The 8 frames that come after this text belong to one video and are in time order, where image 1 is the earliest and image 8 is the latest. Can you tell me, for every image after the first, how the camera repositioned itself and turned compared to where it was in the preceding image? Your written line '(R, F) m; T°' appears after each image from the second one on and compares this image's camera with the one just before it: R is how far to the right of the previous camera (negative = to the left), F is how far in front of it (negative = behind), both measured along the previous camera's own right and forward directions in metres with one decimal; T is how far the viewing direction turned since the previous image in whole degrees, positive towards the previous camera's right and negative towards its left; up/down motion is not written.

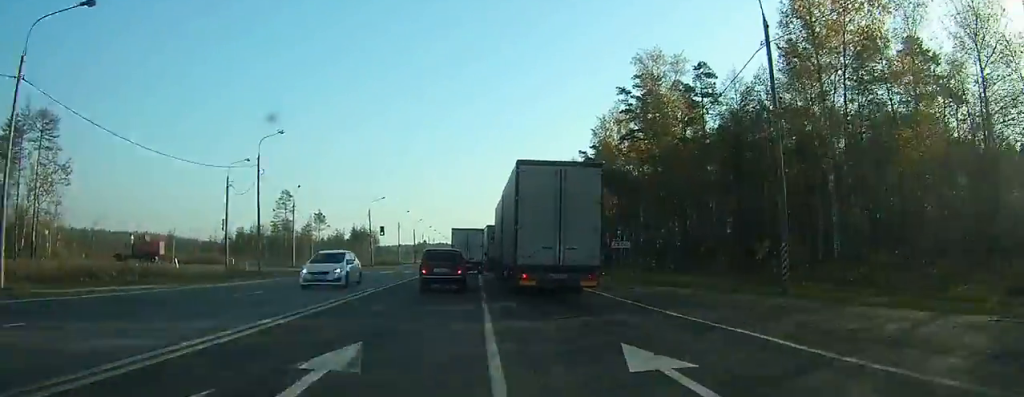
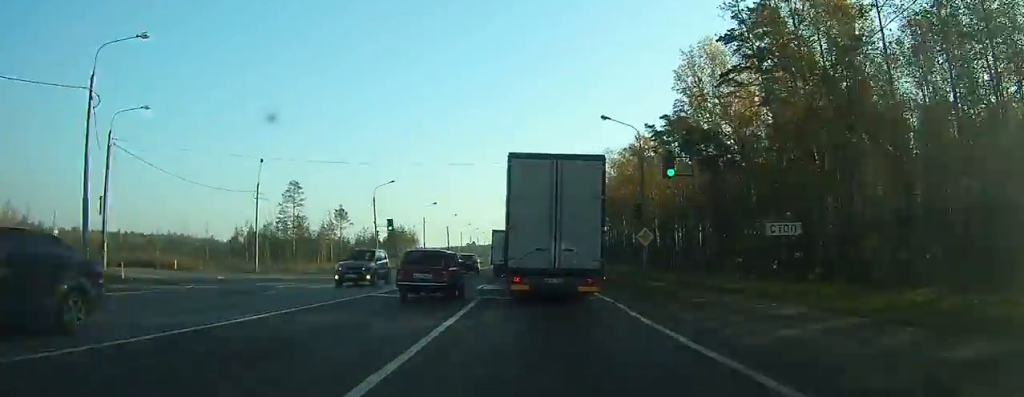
(+0.2, +24.1) m; -1°
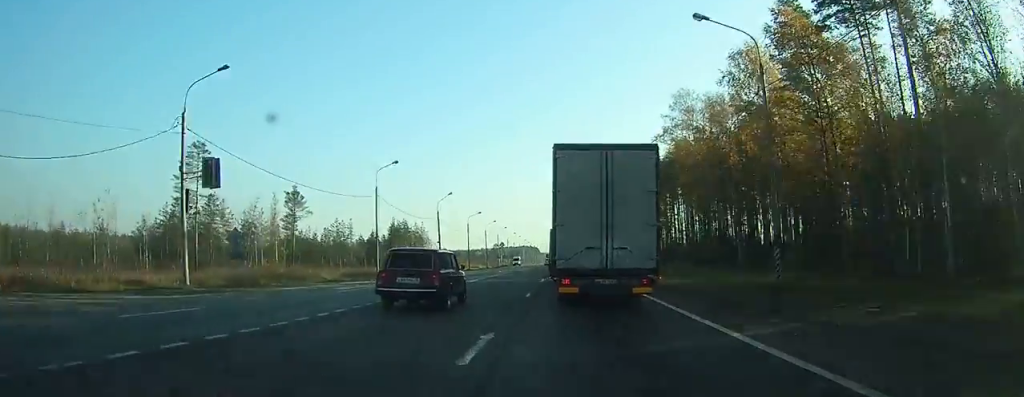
(-2.2, +47.1) m; -4°
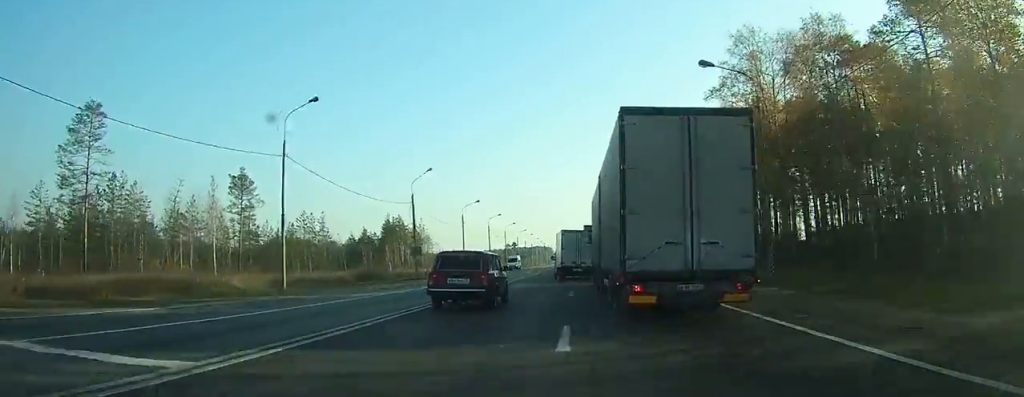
(-0.1, +22.5) m; 0°
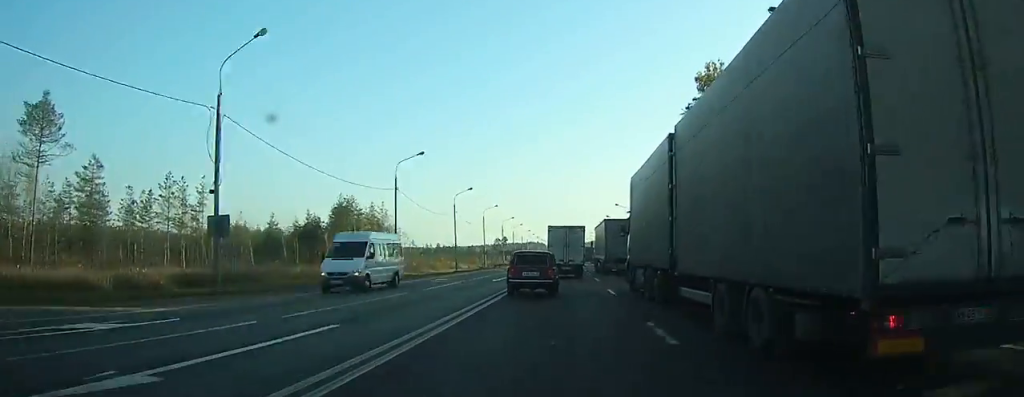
(0.0, +32.5) m; 0°
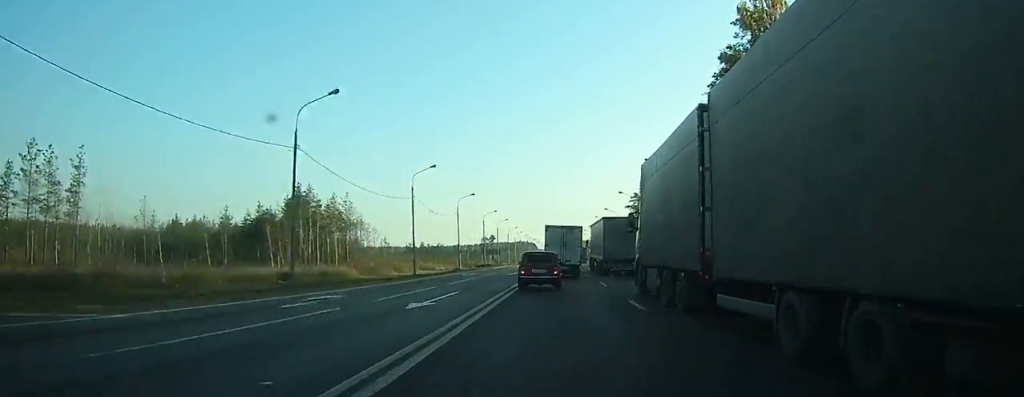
(+0.1, +17.4) m; 0°
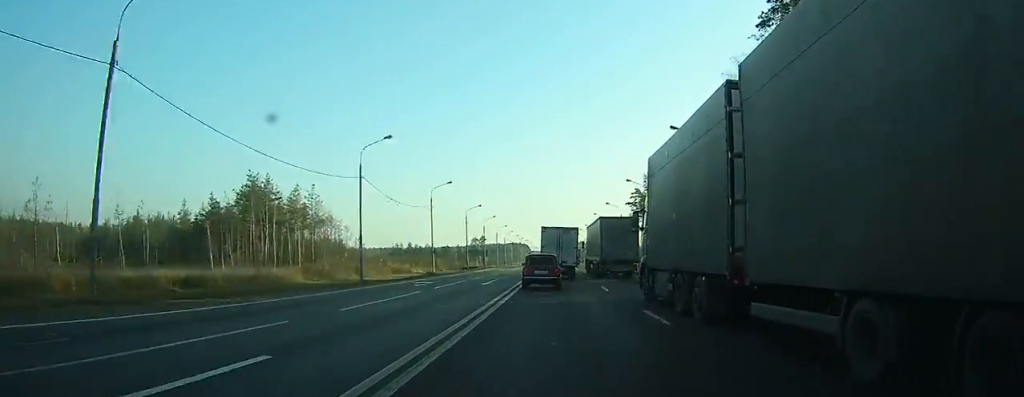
(0.0, +13.8) m; 0°
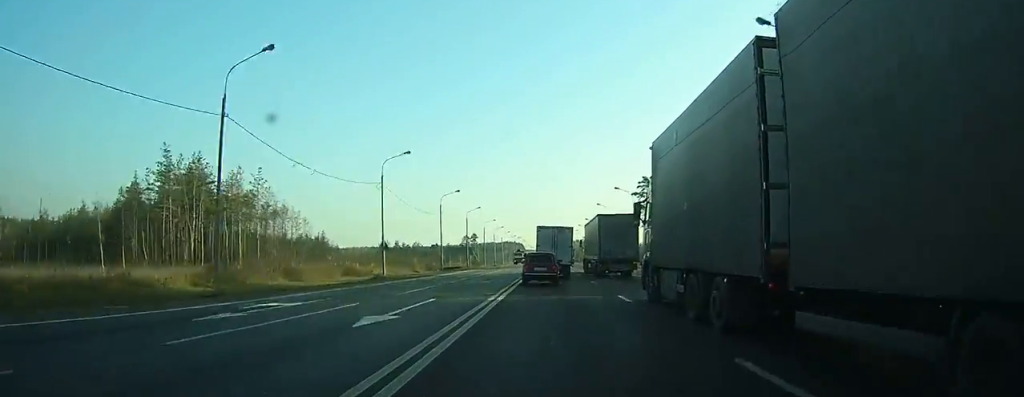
(0.0, +18.3) m; 0°
